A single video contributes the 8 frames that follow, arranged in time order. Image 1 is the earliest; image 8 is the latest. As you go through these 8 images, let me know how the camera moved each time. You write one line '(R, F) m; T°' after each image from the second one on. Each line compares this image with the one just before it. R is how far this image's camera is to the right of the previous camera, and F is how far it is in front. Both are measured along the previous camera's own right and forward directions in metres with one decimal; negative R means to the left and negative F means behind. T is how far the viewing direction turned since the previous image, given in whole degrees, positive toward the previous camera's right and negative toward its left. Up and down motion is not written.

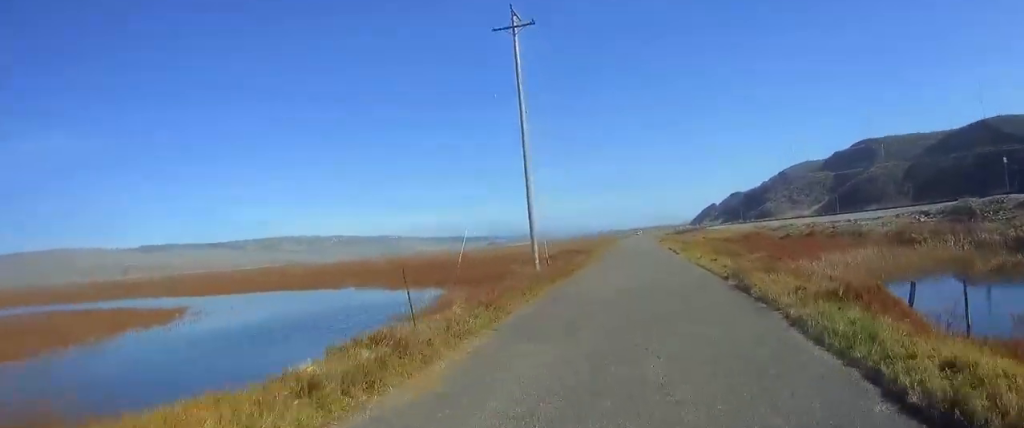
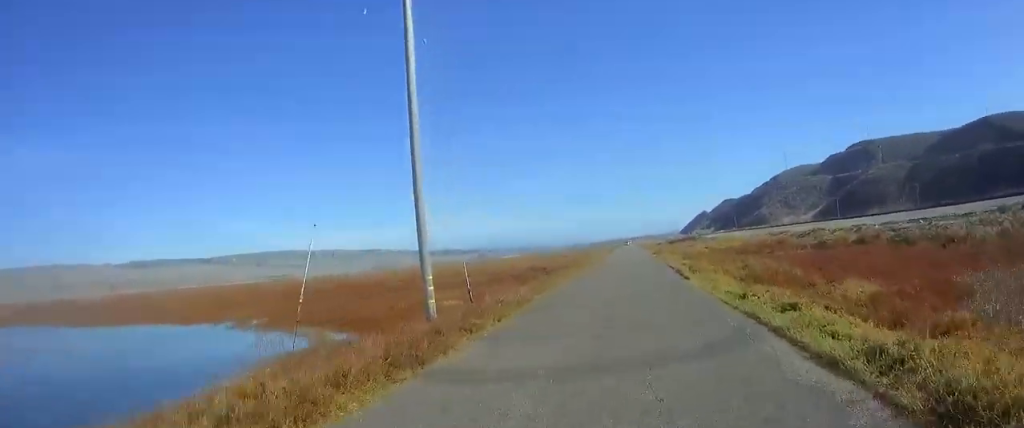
(-0.1, +16.5) m; -1°
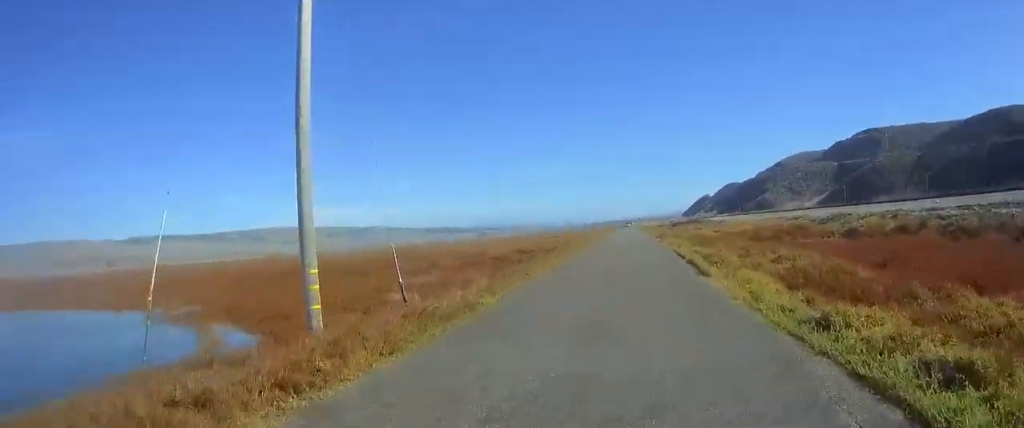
(-0.1, +7.1) m; 0°
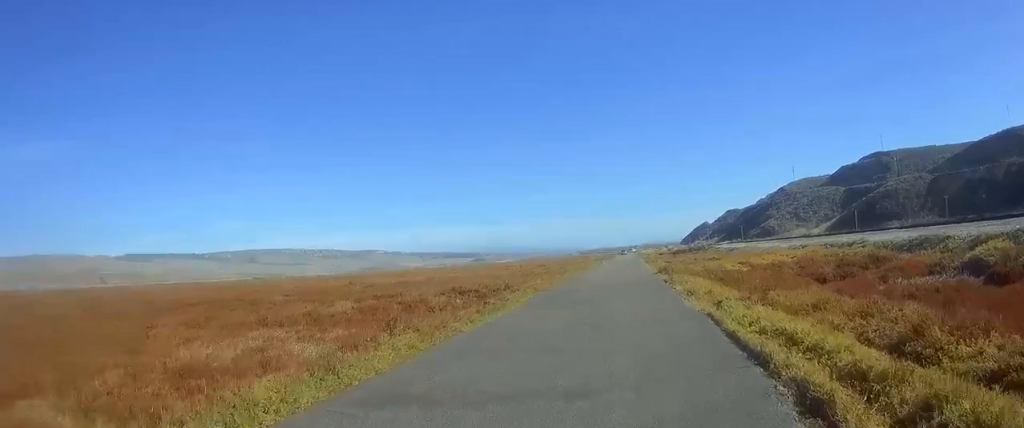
(+0.1, +17.8) m; 0°
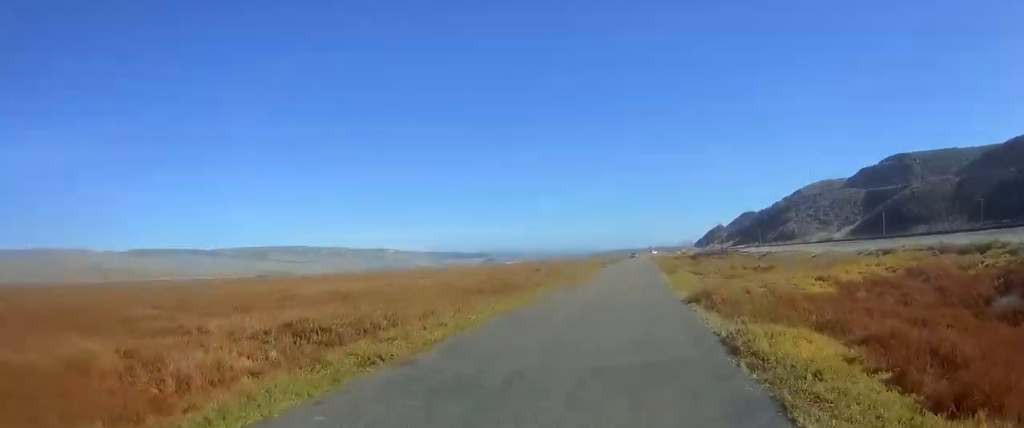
(-0.1, +18.4) m; -1°
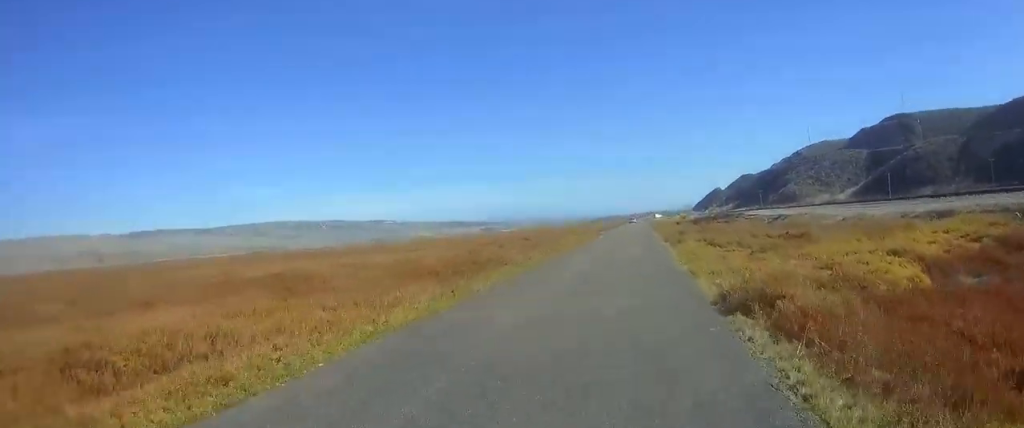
(0.0, +8.5) m; 0°
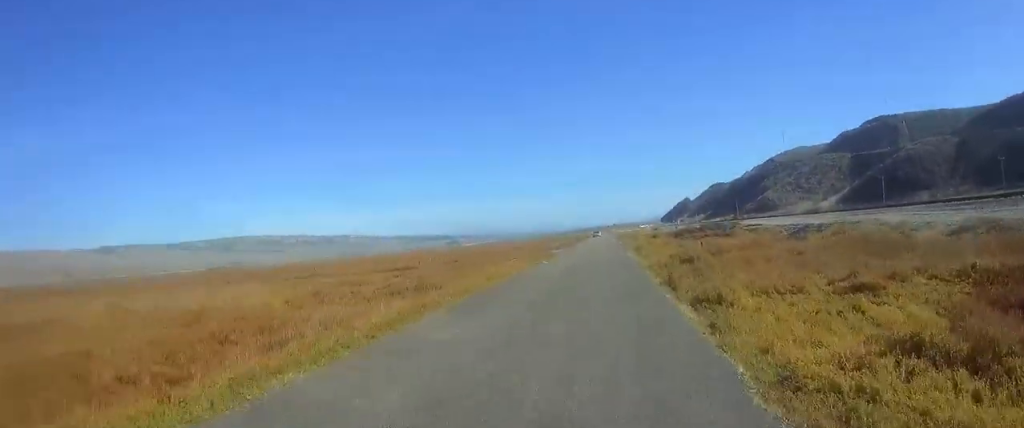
(+0.2, +21.0) m; +2°
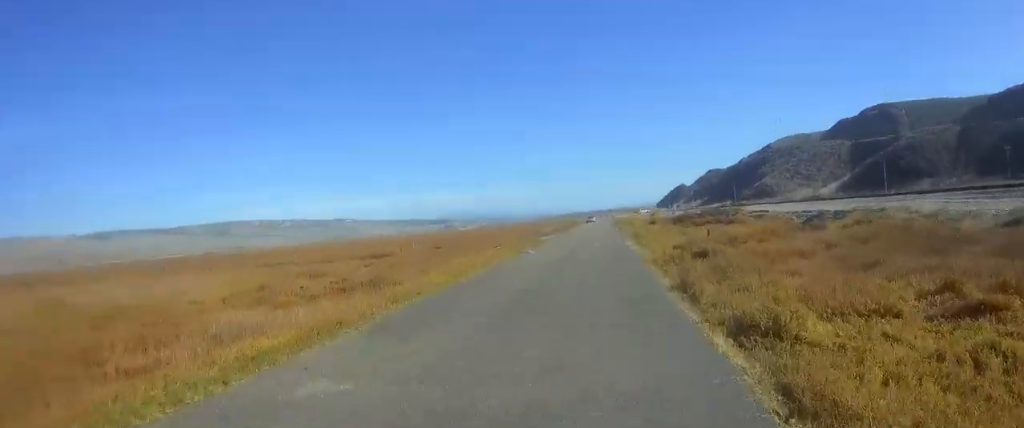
(0.0, +4.4) m; 0°
